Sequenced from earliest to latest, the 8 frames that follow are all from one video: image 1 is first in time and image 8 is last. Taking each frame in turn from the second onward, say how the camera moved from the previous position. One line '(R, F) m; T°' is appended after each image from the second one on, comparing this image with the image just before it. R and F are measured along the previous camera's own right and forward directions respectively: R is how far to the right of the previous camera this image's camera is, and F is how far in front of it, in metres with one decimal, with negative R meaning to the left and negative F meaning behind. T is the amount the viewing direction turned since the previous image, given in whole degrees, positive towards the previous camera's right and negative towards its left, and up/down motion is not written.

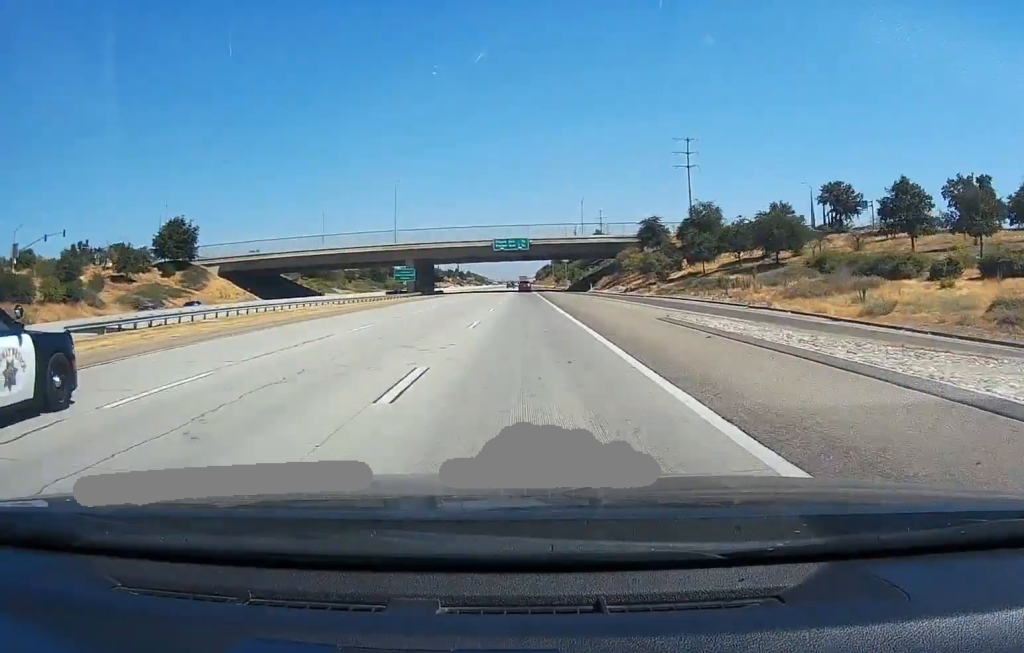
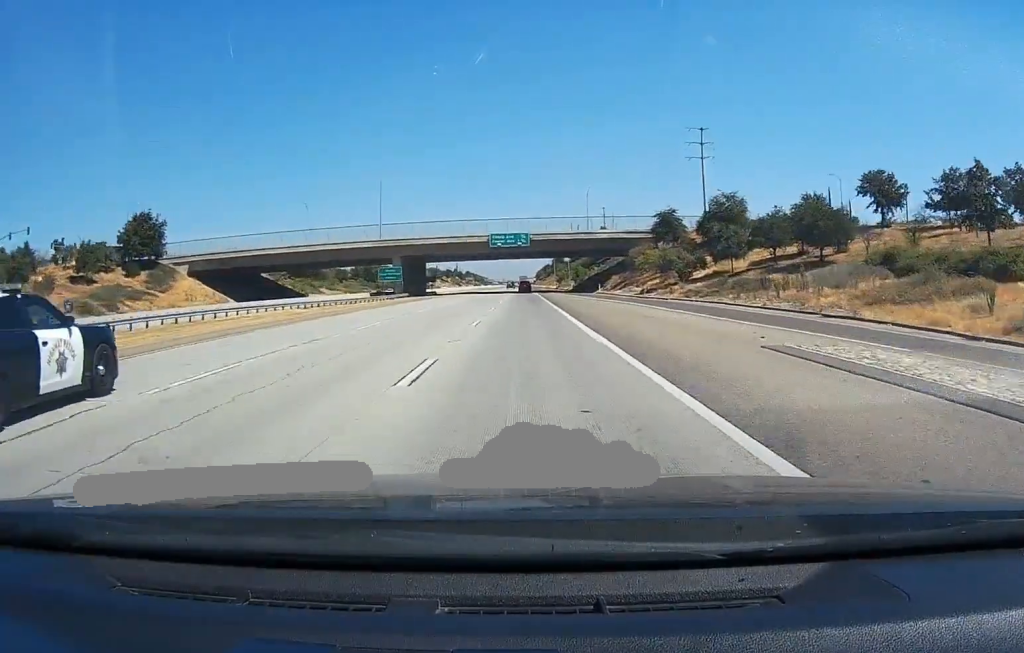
(-0.1, +13.1) m; 0°
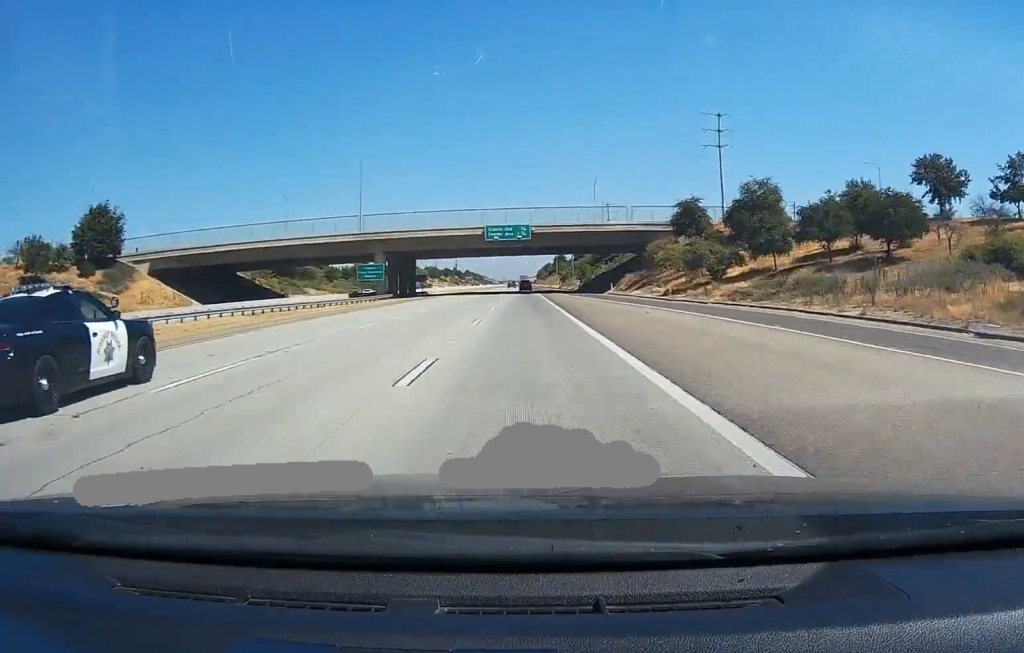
(-0.1, +14.1) m; 0°
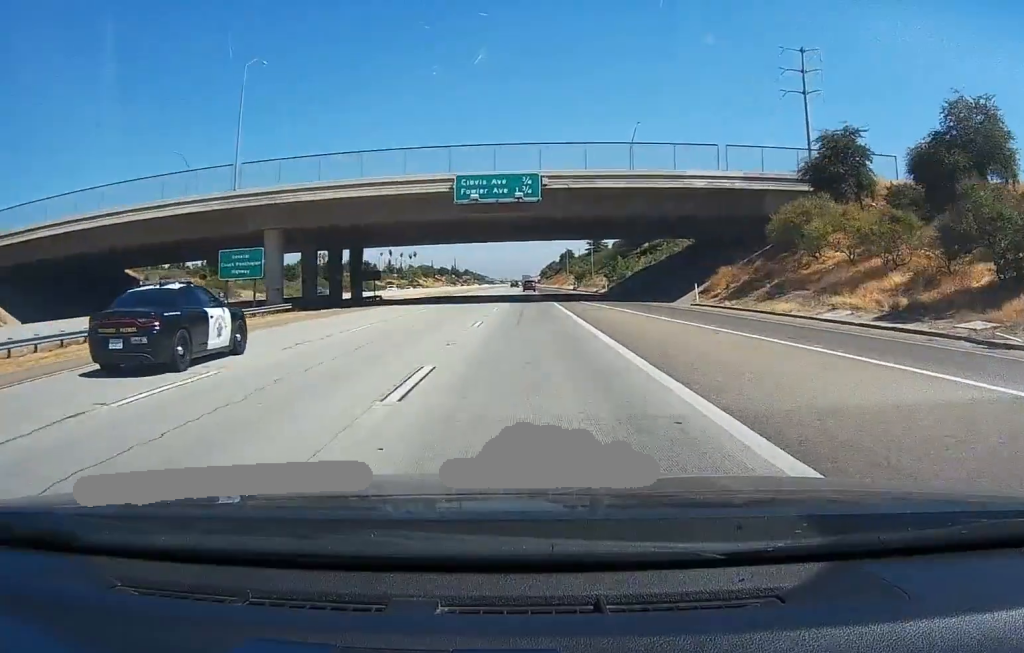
(+0.2, +44.7) m; 0°
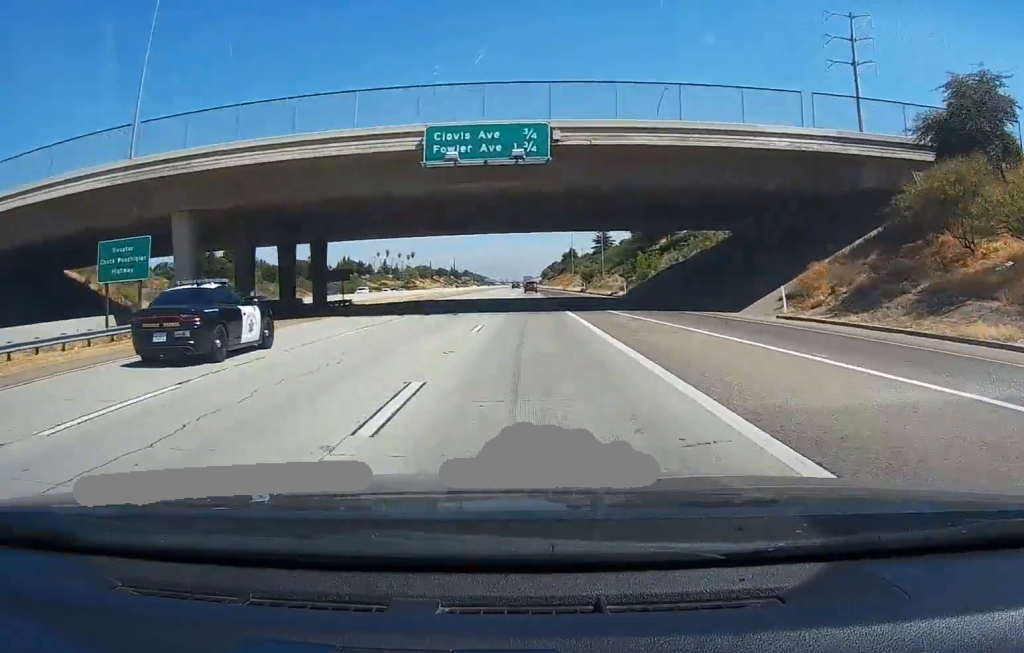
(0.0, +16.3) m; 0°
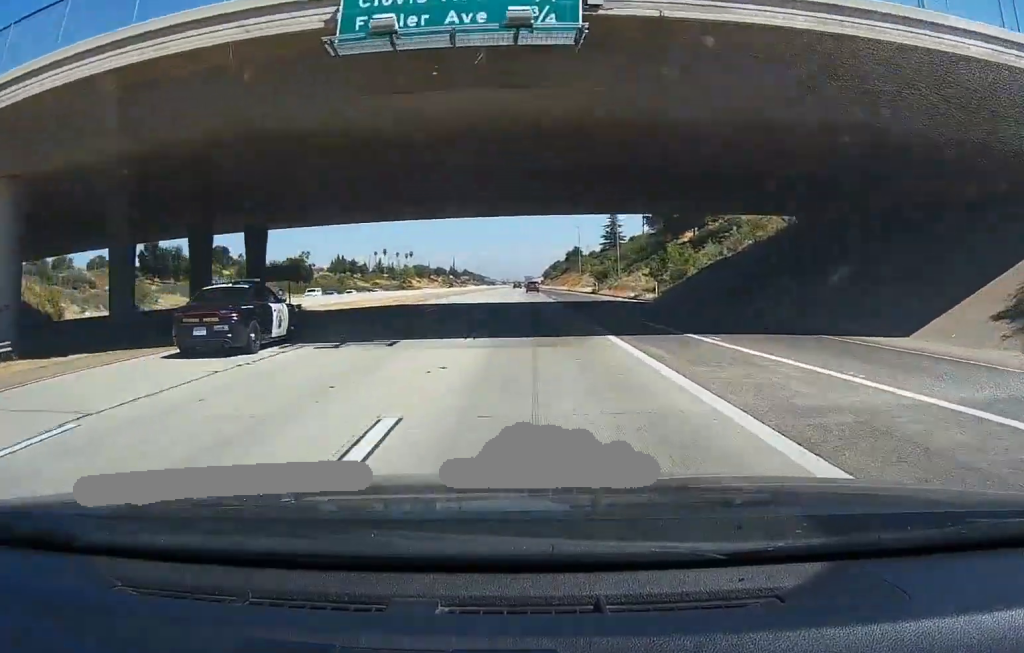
(-0.2, +17.4) m; 0°
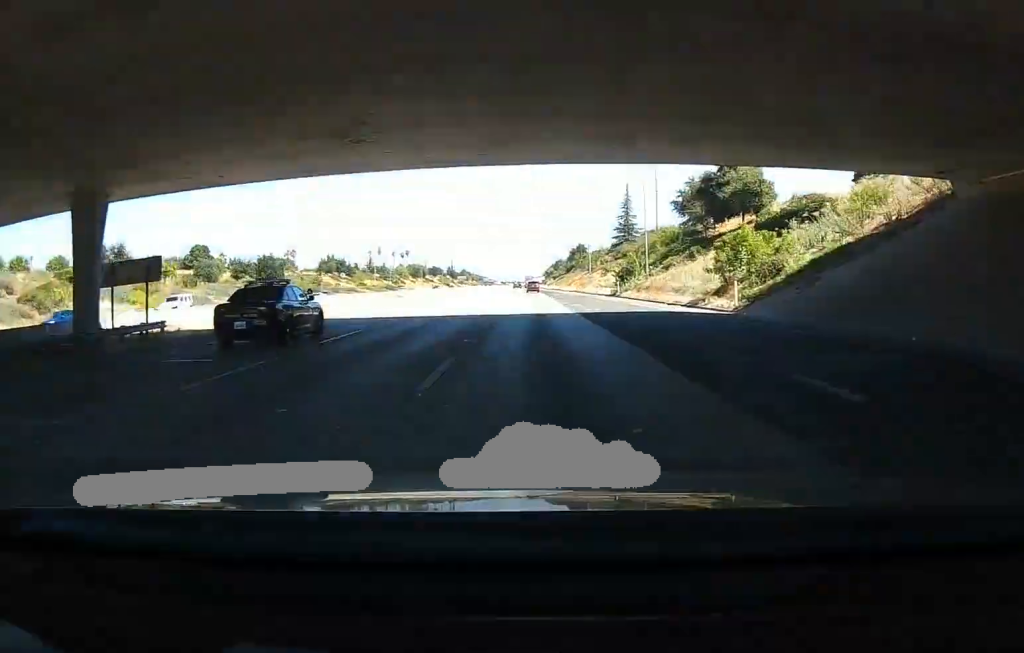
(+0.1, +22.6) m; 0°
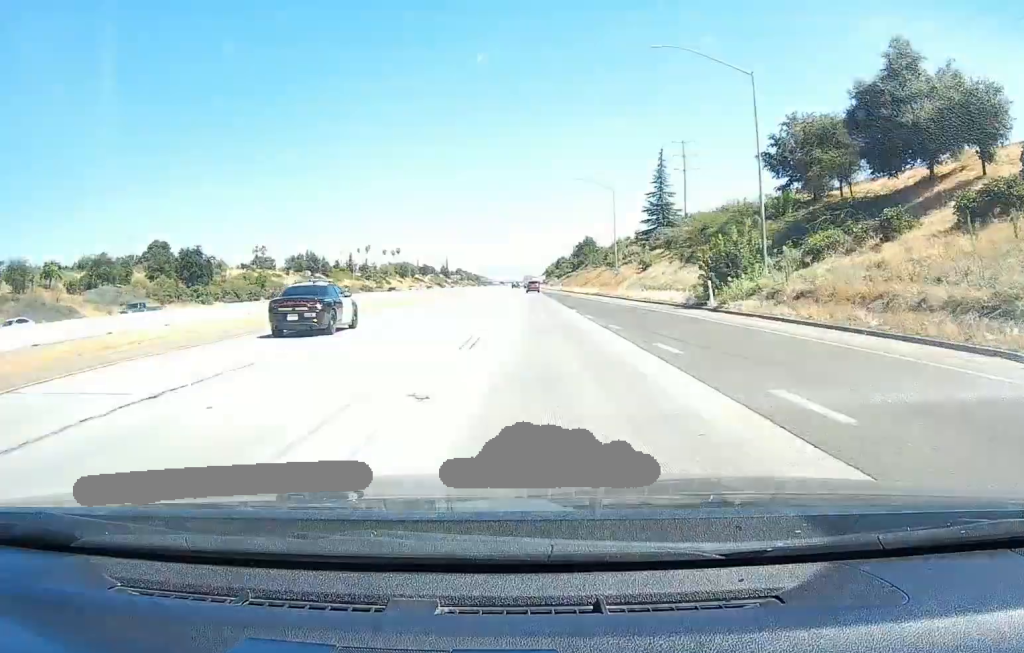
(+0.2, +38.0) m; 0°
